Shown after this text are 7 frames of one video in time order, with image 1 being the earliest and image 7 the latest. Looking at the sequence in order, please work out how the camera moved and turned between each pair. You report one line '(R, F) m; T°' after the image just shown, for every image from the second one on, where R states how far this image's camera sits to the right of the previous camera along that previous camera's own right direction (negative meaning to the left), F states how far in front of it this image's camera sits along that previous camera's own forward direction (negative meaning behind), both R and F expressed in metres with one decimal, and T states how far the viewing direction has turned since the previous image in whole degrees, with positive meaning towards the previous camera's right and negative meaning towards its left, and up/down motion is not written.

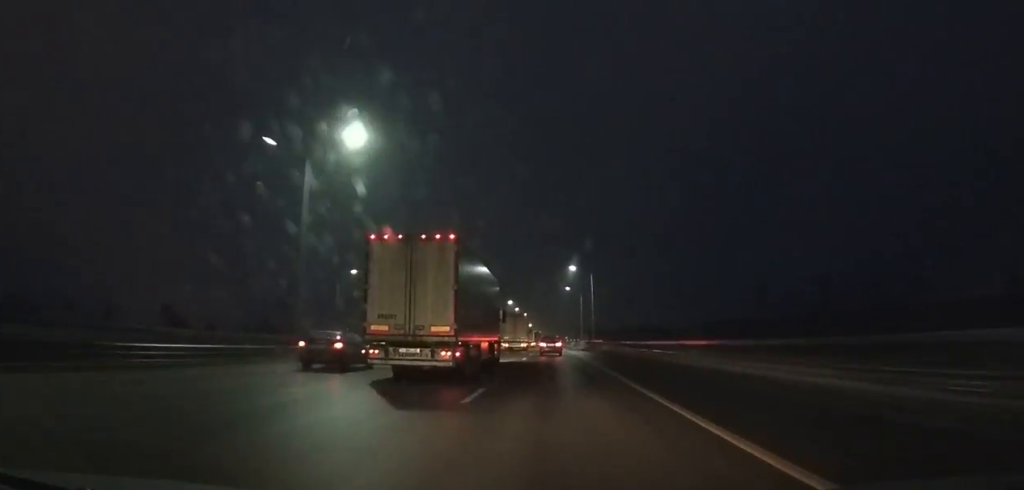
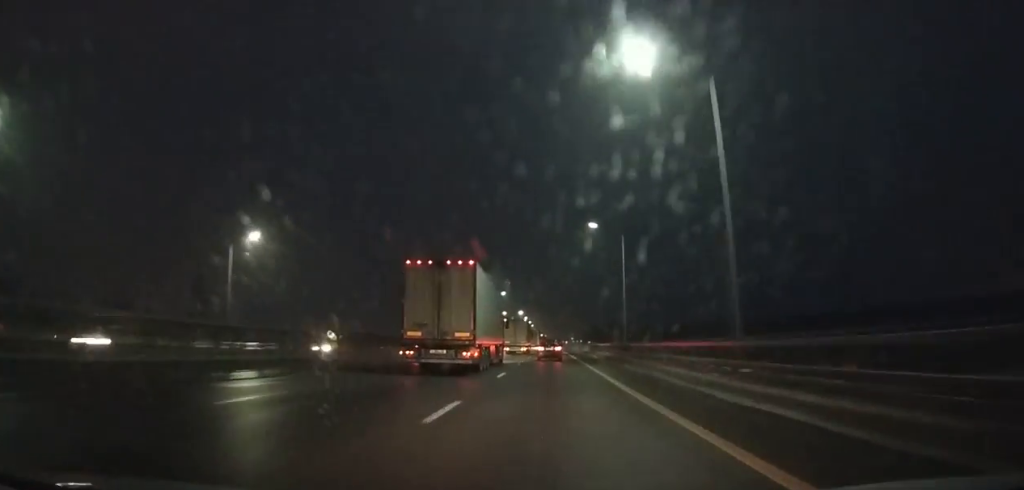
(-0.4, +61.4) m; -1°
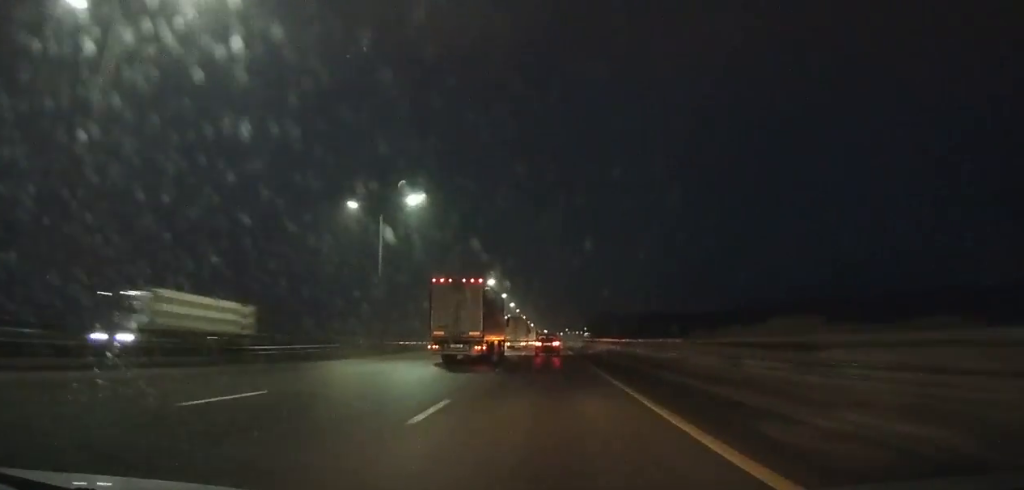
(-0.2, +72.7) m; 0°
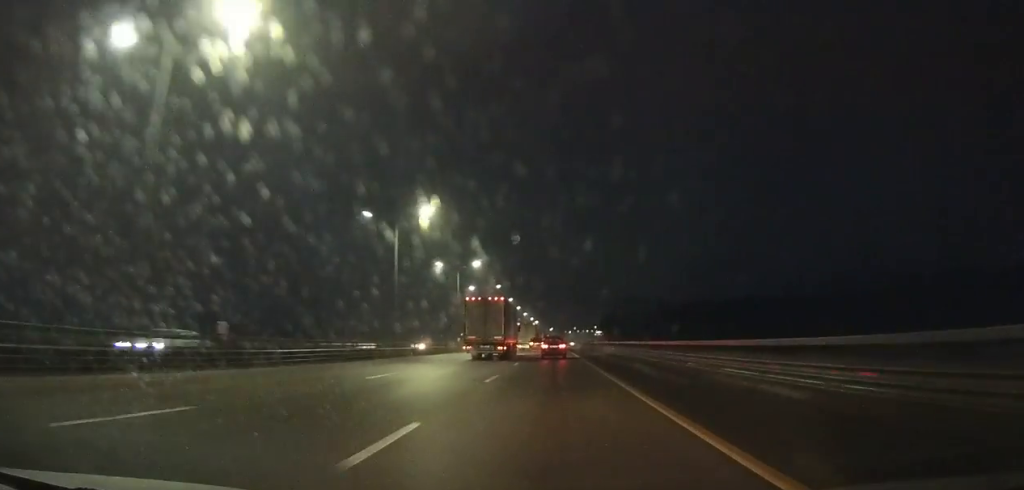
(-0.2, +88.0) m; 0°
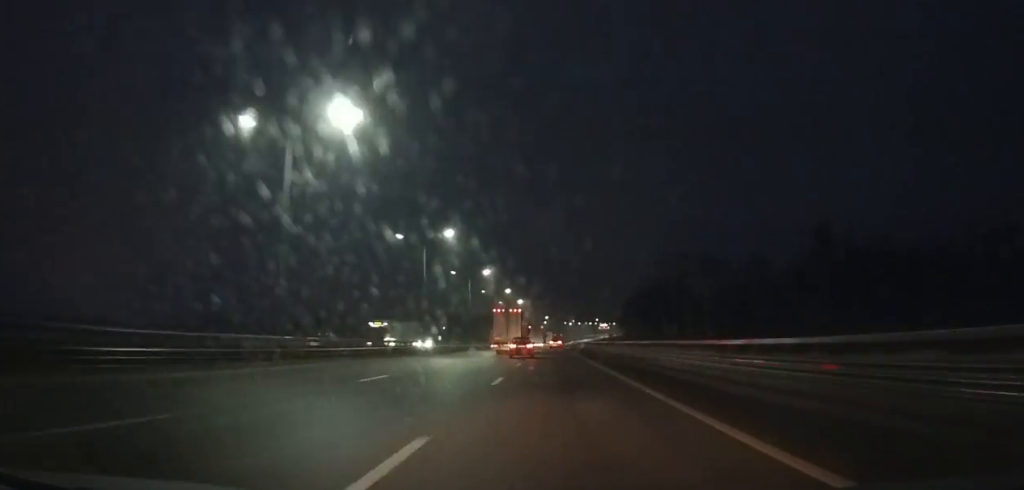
(+0.9, +112.8) m; +1°
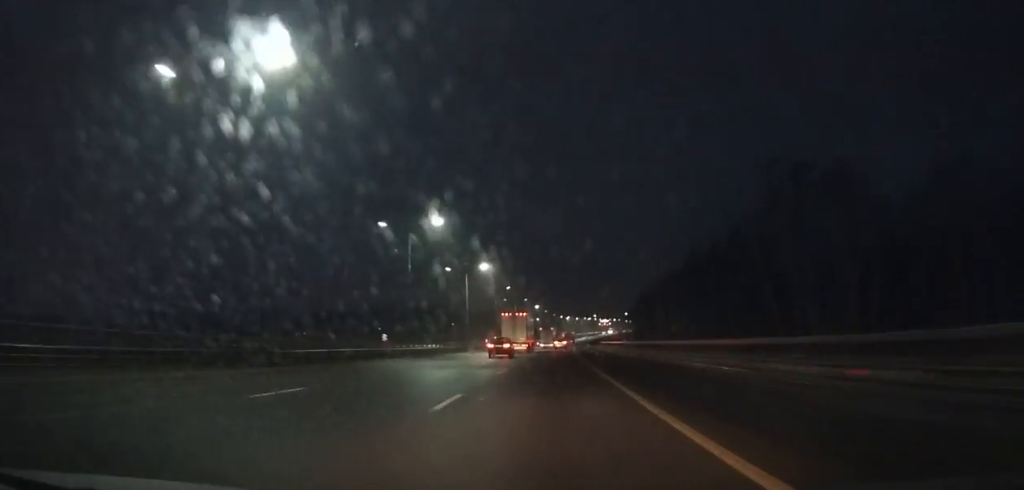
(+0.2, +67.1) m; 0°
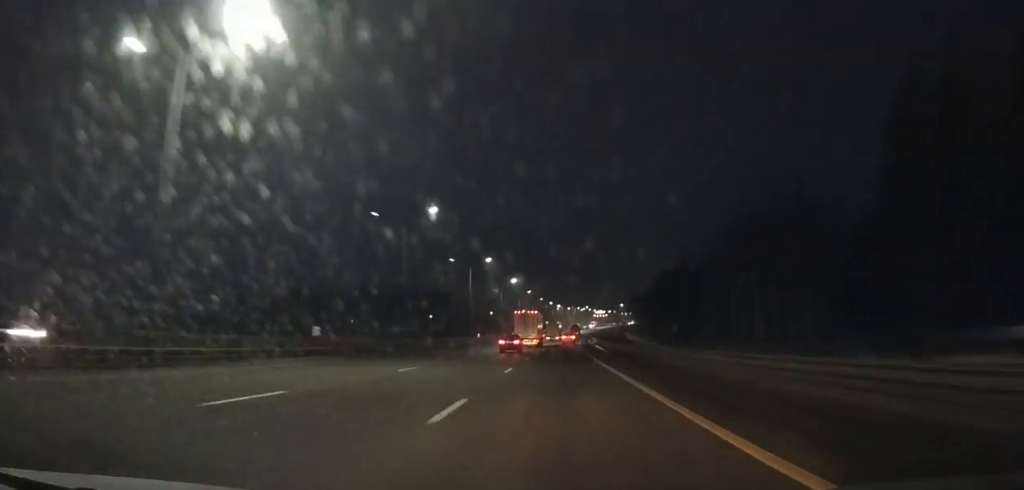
(+0.3, +62.9) m; +1°
